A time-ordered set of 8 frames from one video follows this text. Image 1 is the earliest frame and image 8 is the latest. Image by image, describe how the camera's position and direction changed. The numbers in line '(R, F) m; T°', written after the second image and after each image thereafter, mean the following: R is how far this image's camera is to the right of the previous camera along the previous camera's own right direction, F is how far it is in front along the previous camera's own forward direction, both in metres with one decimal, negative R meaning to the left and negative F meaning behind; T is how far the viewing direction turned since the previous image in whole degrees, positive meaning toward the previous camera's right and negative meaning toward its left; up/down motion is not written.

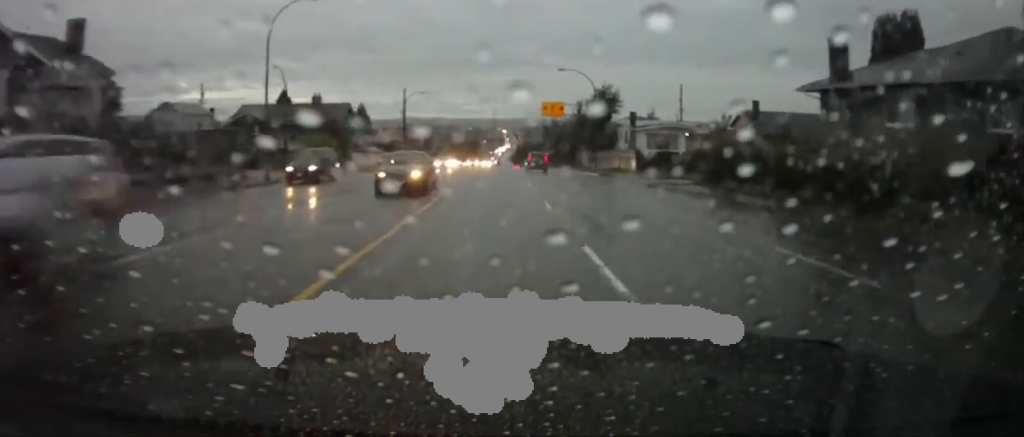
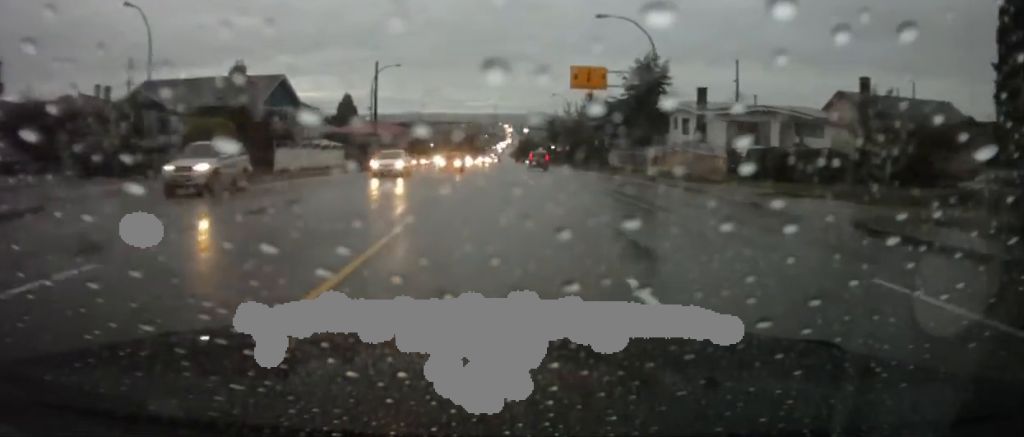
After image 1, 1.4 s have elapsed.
(0.0, +21.2) m; 0°
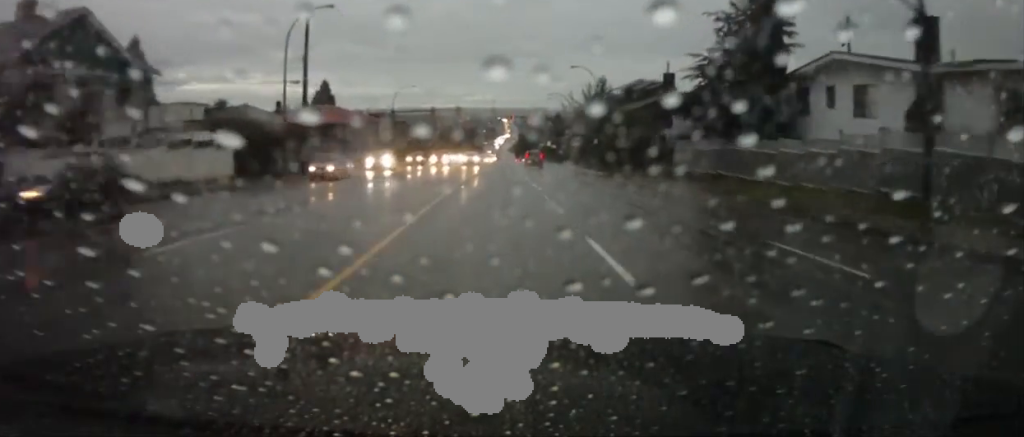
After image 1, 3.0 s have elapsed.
(0.0, +25.6) m; 0°
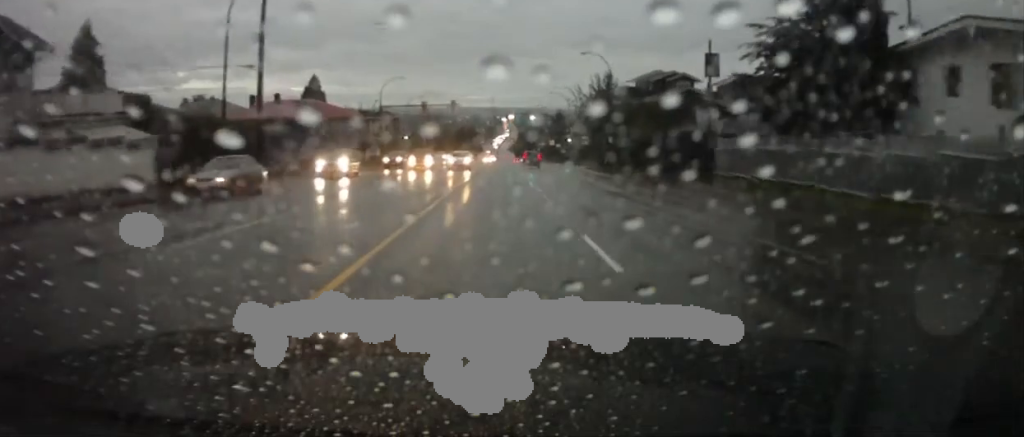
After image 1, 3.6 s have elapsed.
(0.0, +8.8) m; 0°
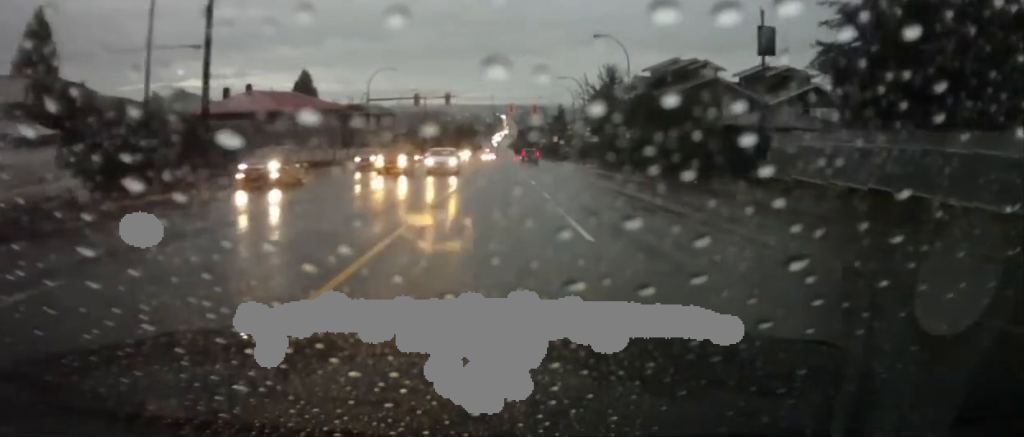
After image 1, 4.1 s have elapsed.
(0.0, +7.1) m; 0°
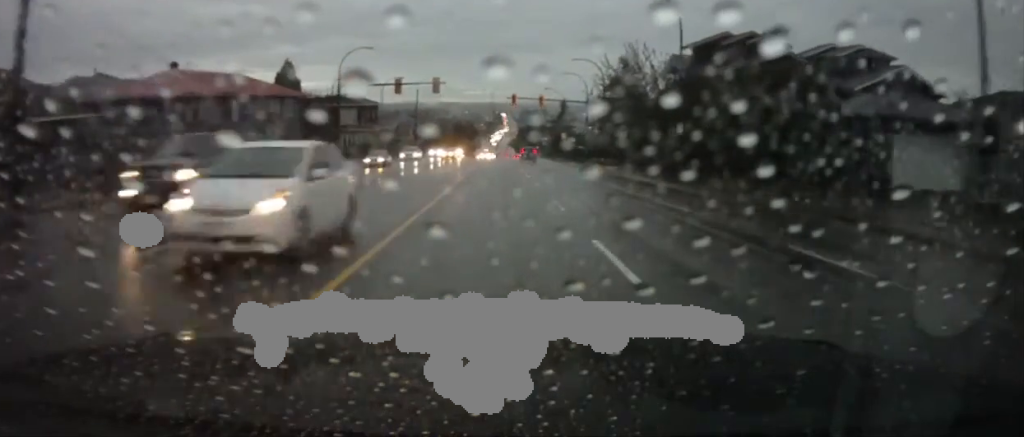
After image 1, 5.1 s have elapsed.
(0.0, +13.6) m; 0°
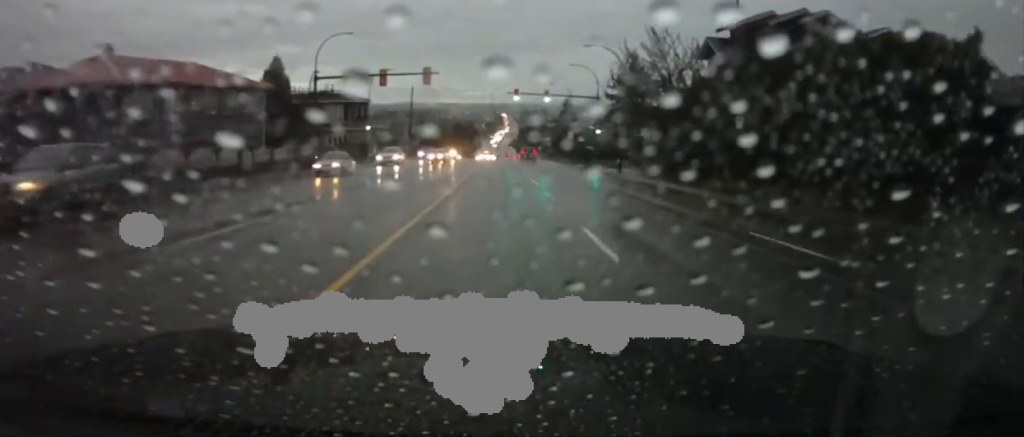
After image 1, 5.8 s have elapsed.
(0.0, +8.3) m; -1°
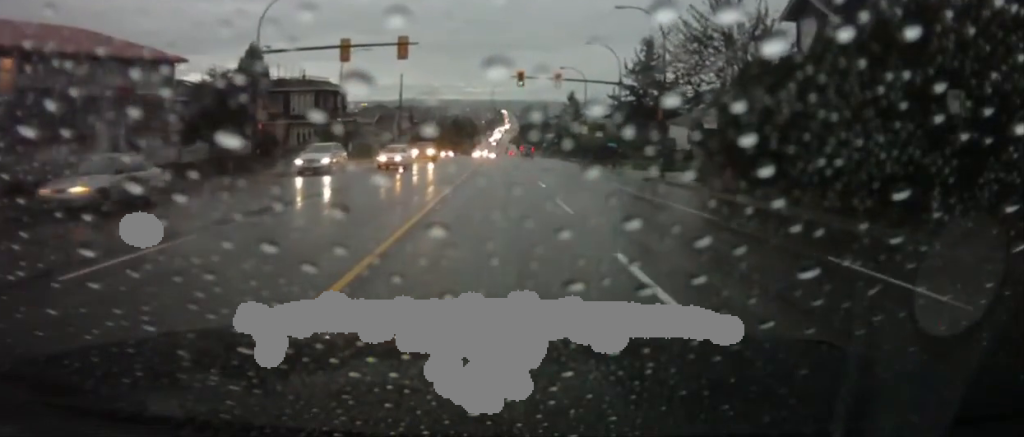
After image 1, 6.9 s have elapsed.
(-0.1, +13.8) m; -1°
